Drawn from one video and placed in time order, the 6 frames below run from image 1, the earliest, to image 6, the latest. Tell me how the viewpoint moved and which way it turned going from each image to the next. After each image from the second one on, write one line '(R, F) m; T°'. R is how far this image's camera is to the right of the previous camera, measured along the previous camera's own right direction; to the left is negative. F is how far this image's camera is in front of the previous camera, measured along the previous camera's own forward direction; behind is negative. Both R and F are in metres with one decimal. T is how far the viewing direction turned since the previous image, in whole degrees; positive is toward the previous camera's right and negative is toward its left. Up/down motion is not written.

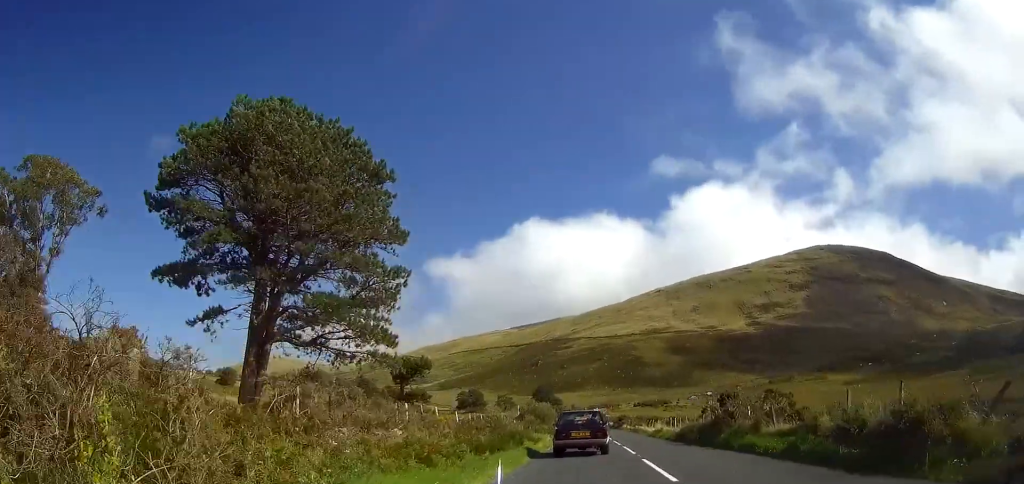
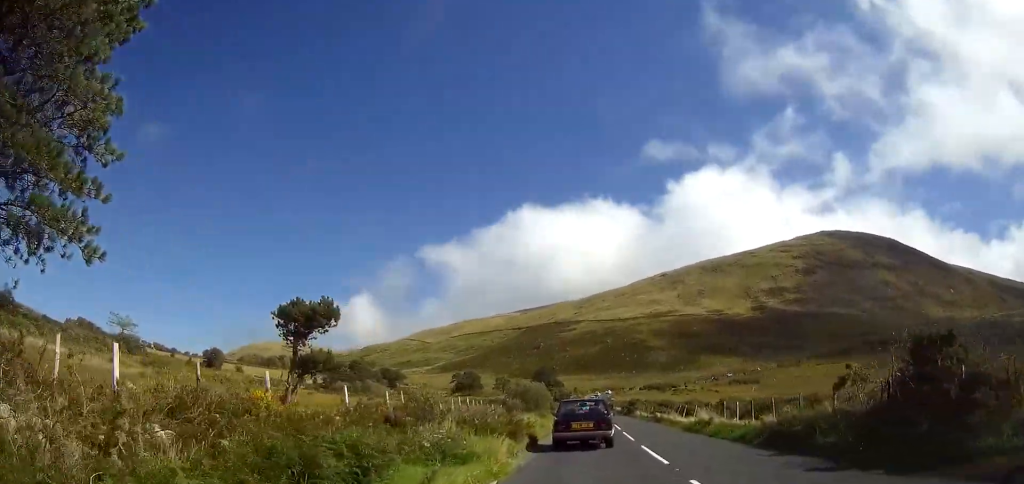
(0.0, +16.6) m; -1°
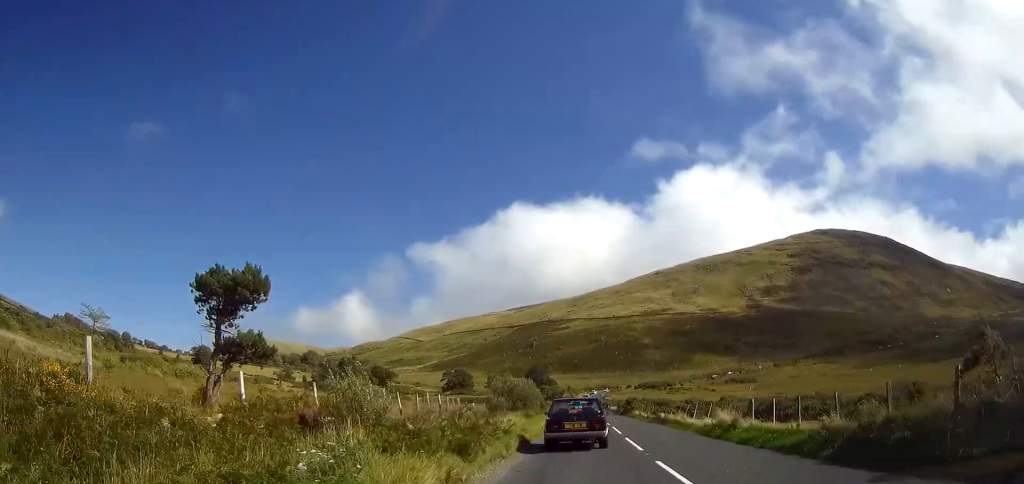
(-0.1, +5.5) m; -1°
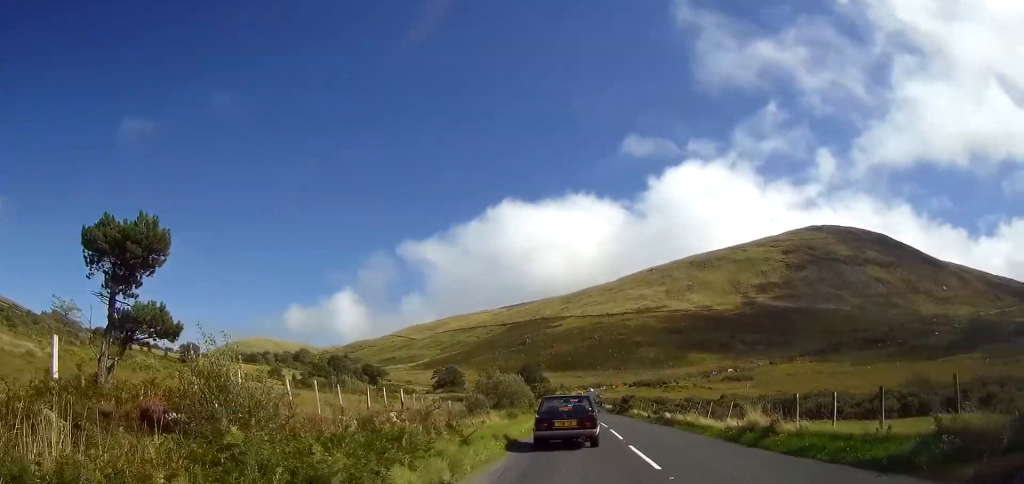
(0.0, +5.3) m; 0°
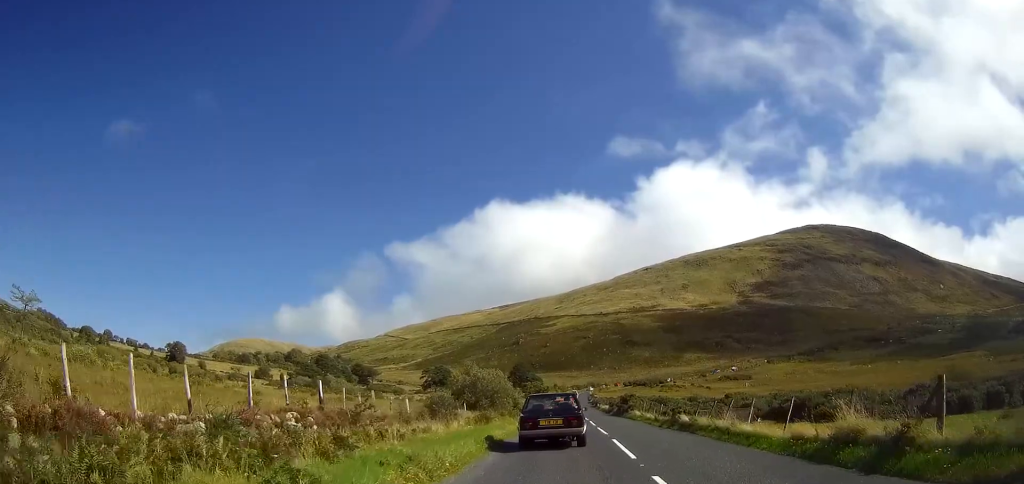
(0.0, +7.6) m; +1°
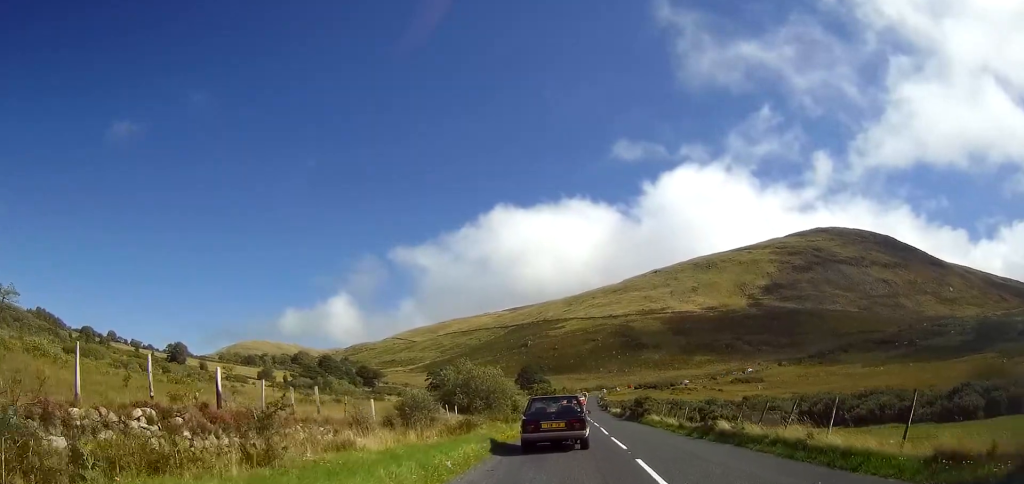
(+0.1, +5.9) m; -1°
